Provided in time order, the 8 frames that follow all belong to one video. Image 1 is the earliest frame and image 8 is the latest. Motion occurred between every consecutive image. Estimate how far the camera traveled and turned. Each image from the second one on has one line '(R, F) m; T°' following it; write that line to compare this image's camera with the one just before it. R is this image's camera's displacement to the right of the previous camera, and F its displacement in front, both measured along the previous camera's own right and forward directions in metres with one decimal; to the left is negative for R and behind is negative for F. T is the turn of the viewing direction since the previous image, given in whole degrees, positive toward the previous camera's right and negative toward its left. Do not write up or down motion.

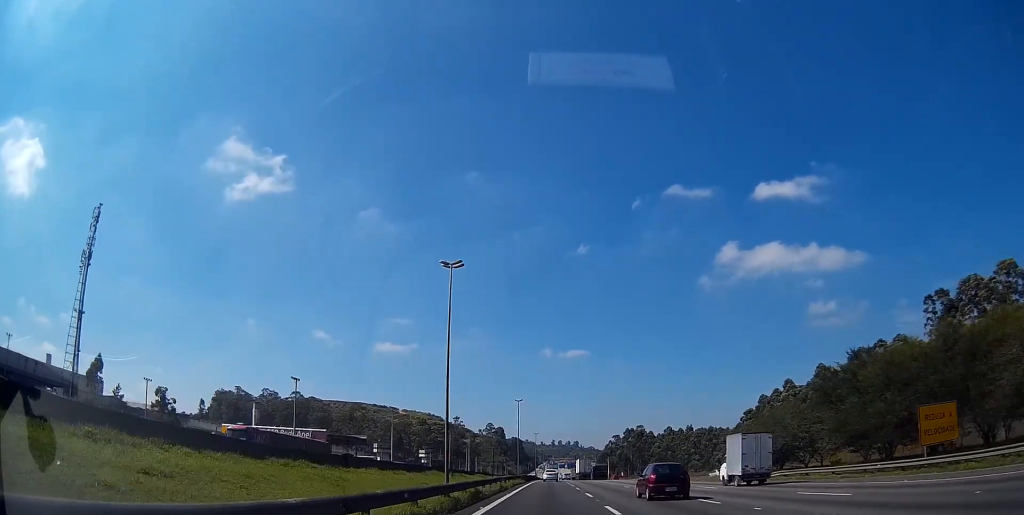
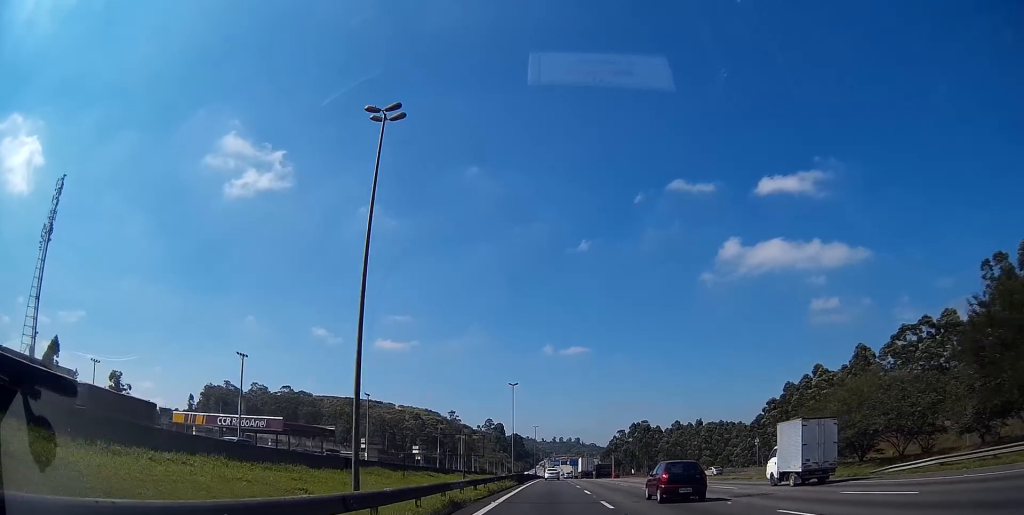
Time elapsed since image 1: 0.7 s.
(0.0, +19.1) m; 0°
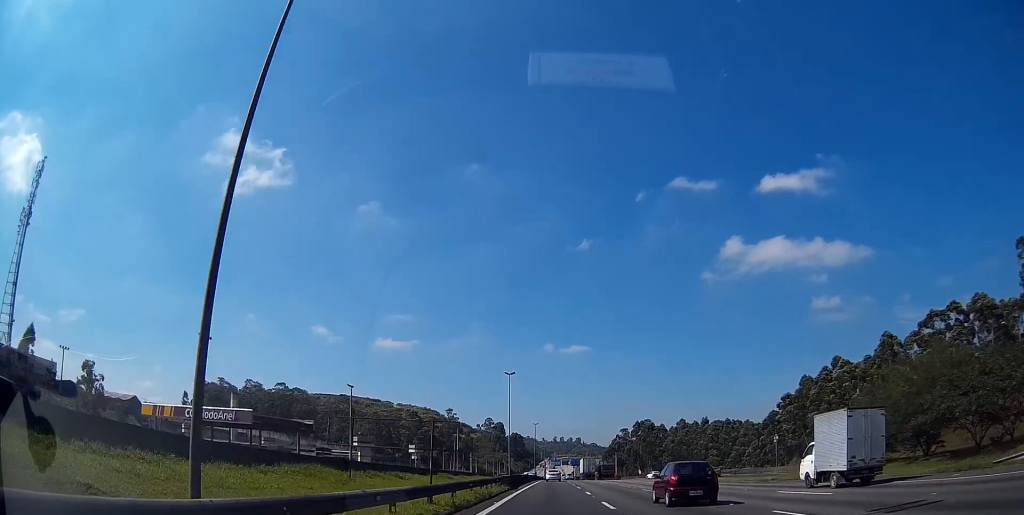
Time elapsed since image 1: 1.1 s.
(0.0, +10.5) m; 0°
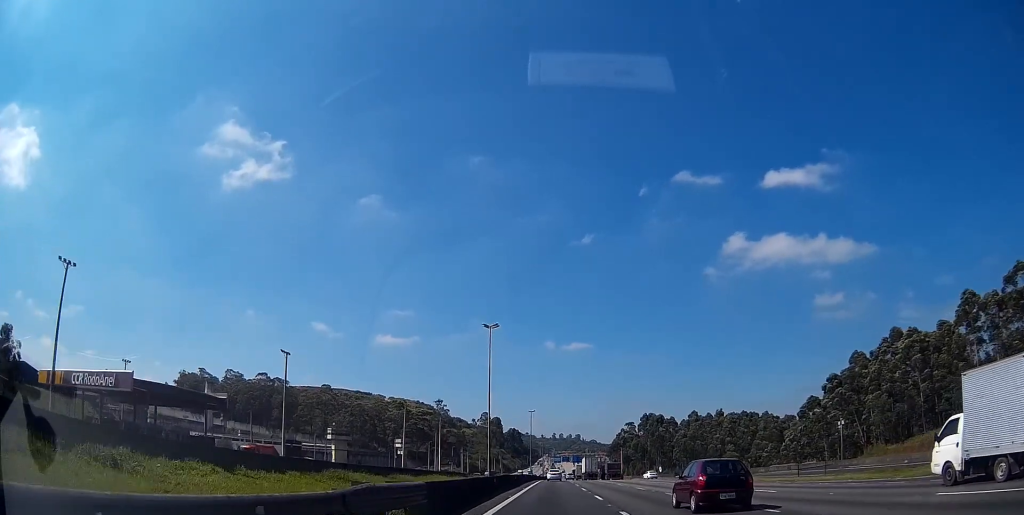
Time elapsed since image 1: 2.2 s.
(0.0, +28.2) m; -1°
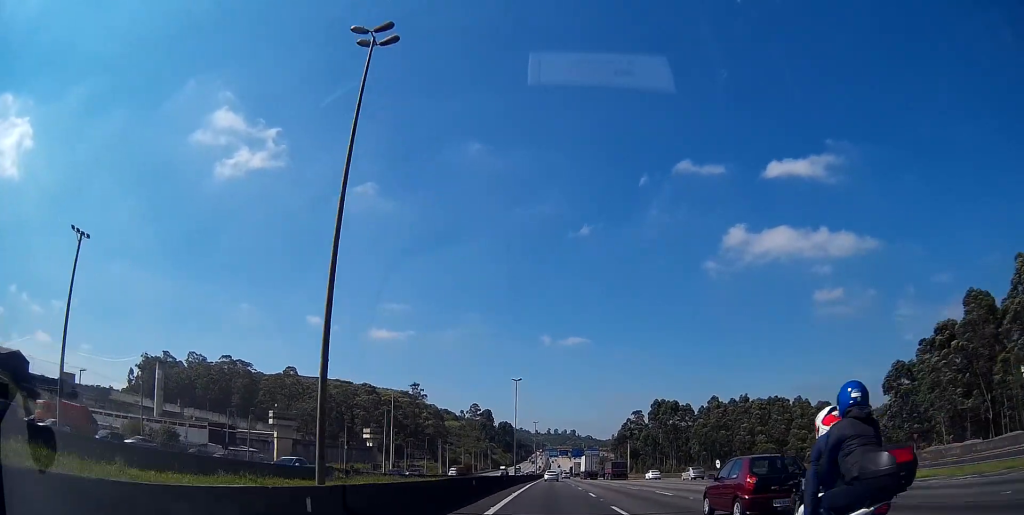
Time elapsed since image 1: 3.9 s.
(+0.1, +43.1) m; +1°
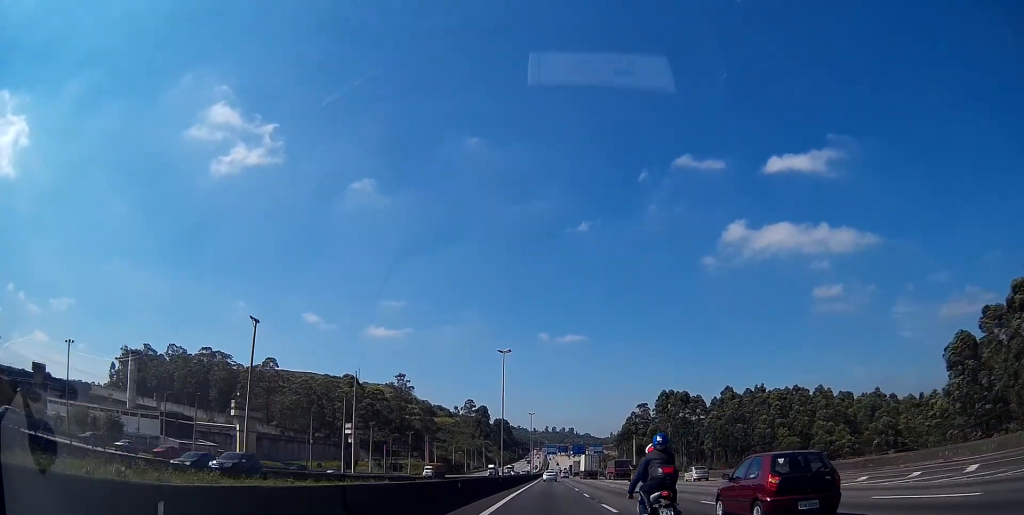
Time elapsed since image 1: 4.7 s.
(+0.2, +21.3) m; 0°
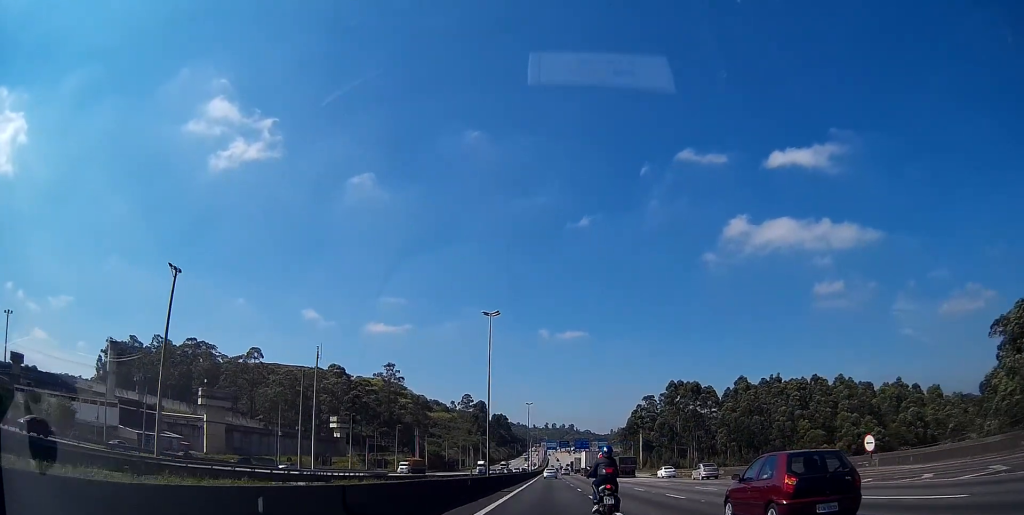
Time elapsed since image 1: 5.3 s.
(0.0, +16.1) m; 0°
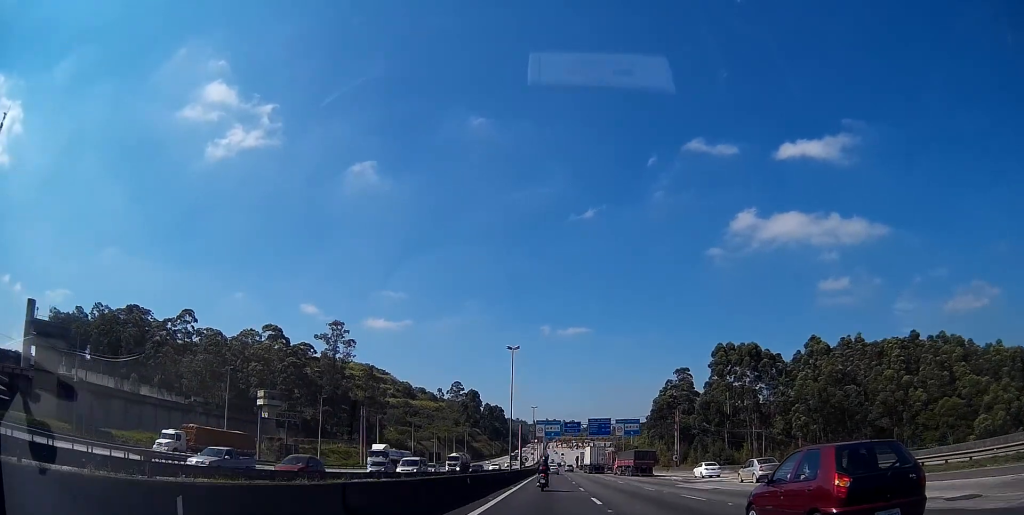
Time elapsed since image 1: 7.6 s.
(+0.3, +57.8) m; +1°
